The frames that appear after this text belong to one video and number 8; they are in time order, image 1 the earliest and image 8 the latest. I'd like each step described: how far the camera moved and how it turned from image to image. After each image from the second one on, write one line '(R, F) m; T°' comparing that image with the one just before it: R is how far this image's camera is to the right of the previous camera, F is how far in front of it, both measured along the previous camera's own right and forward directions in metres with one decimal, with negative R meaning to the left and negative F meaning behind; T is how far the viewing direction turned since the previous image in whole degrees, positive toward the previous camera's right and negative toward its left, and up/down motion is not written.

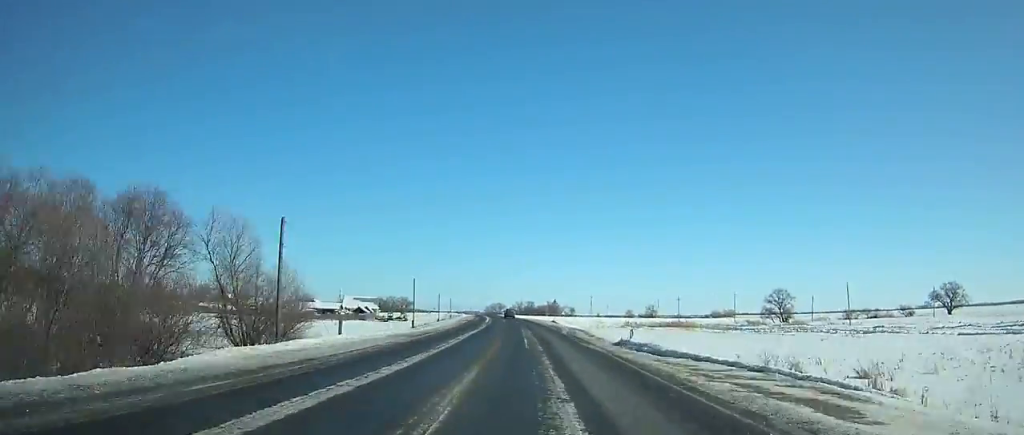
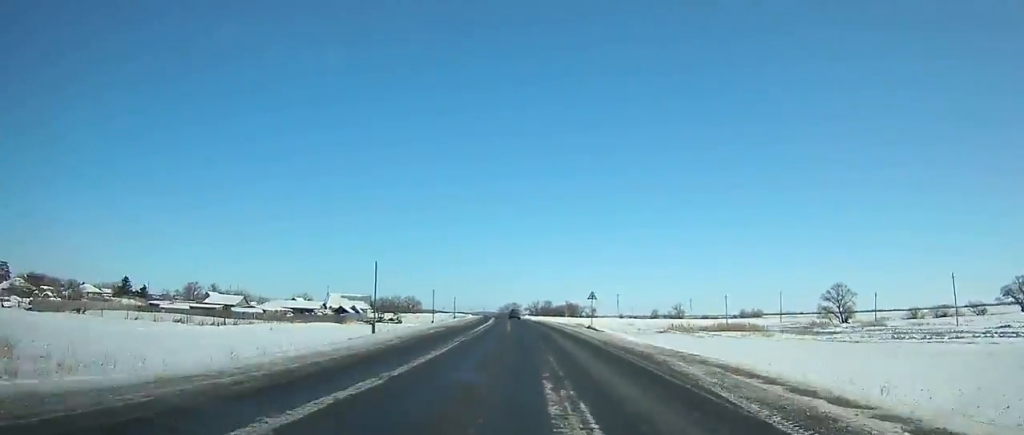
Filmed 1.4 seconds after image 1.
(-1.0, +31.2) m; -1°
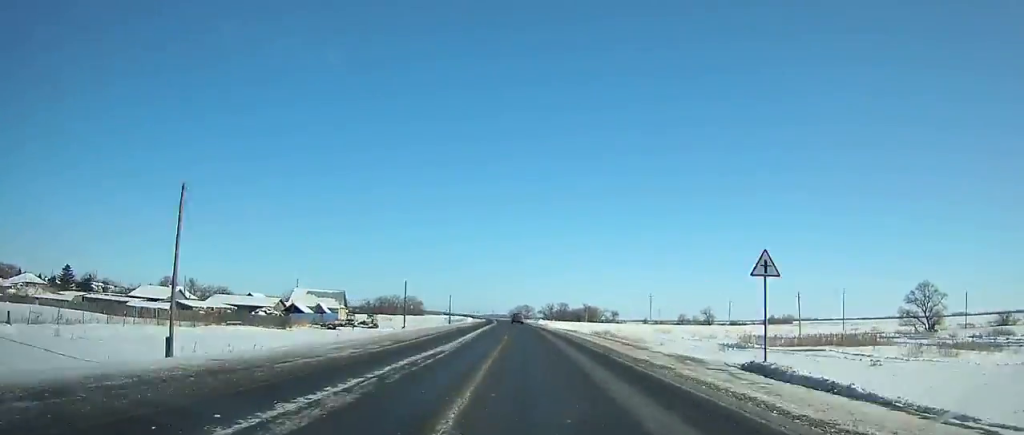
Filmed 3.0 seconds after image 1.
(-0.3, +35.6) m; -2°
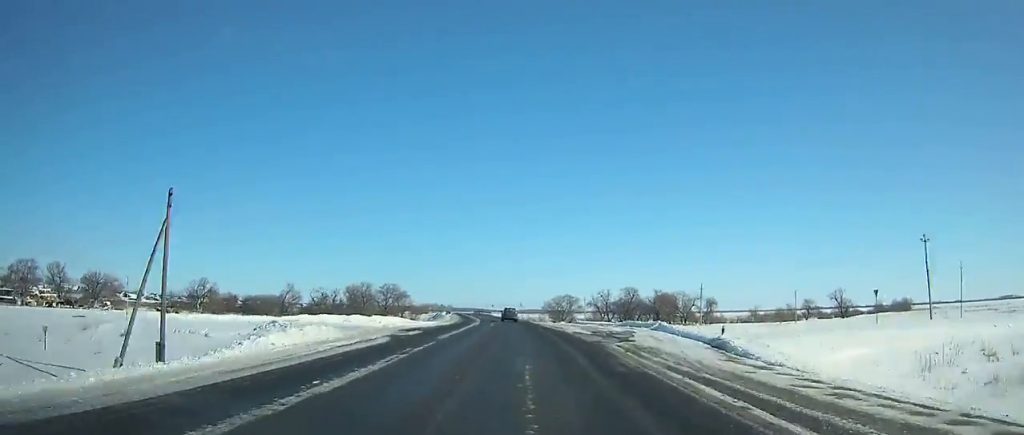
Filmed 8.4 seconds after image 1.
(-4.1, +116.9) m; -4°
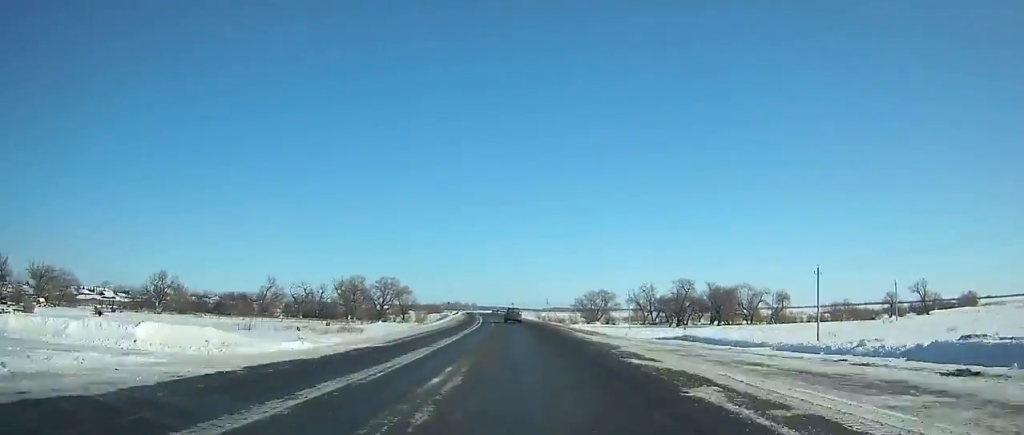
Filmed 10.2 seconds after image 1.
(-0.5, +37.8) m; -2°
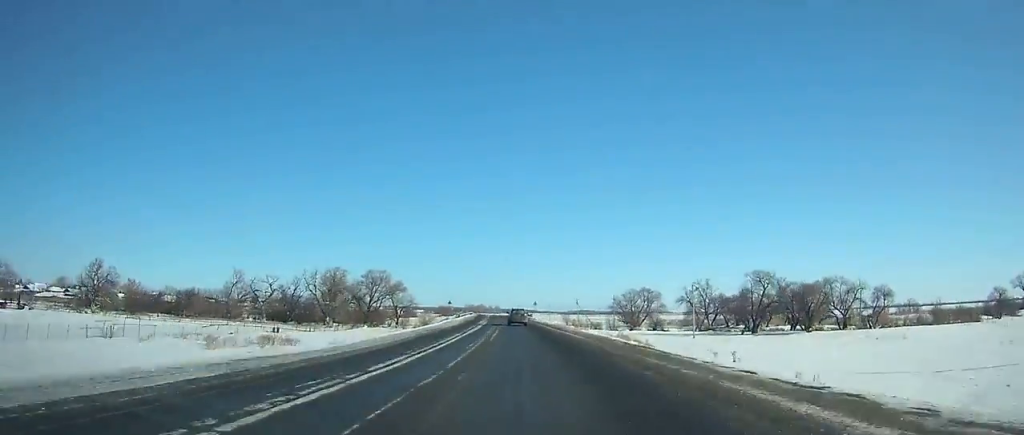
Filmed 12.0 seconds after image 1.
(0.0, +37.5) m; -2°
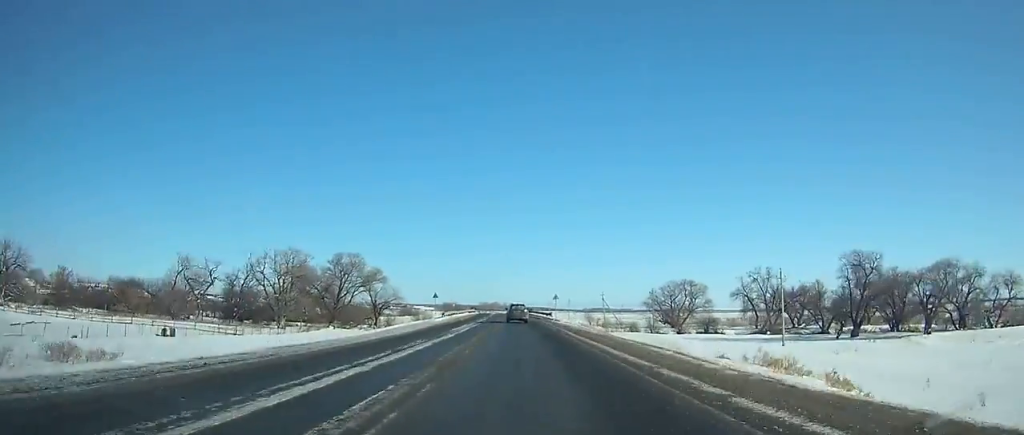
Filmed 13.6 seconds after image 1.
(-1.0, +32.2) m; -2°
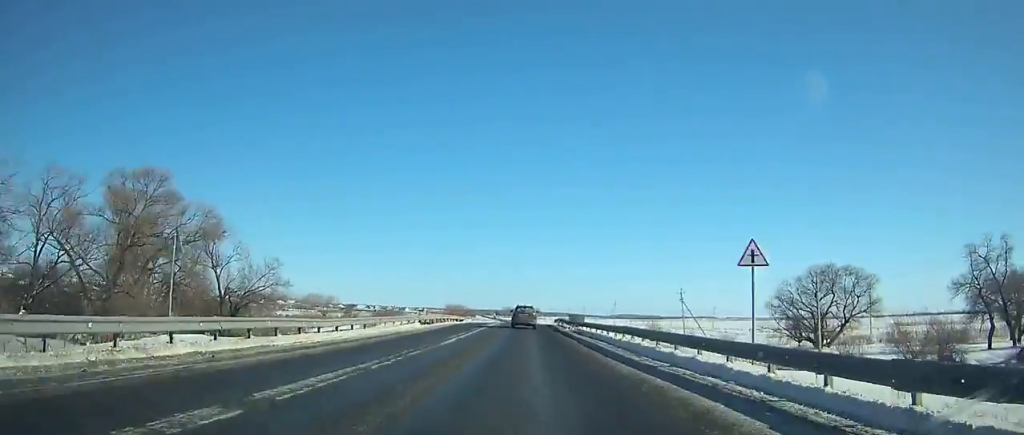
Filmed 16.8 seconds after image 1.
(-1.6, +62.7) m; -2°
